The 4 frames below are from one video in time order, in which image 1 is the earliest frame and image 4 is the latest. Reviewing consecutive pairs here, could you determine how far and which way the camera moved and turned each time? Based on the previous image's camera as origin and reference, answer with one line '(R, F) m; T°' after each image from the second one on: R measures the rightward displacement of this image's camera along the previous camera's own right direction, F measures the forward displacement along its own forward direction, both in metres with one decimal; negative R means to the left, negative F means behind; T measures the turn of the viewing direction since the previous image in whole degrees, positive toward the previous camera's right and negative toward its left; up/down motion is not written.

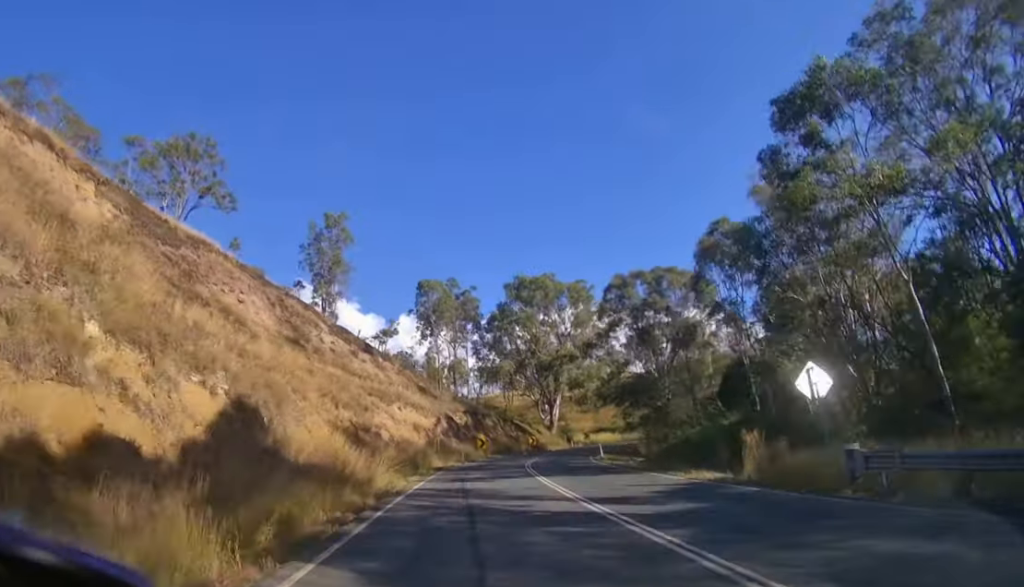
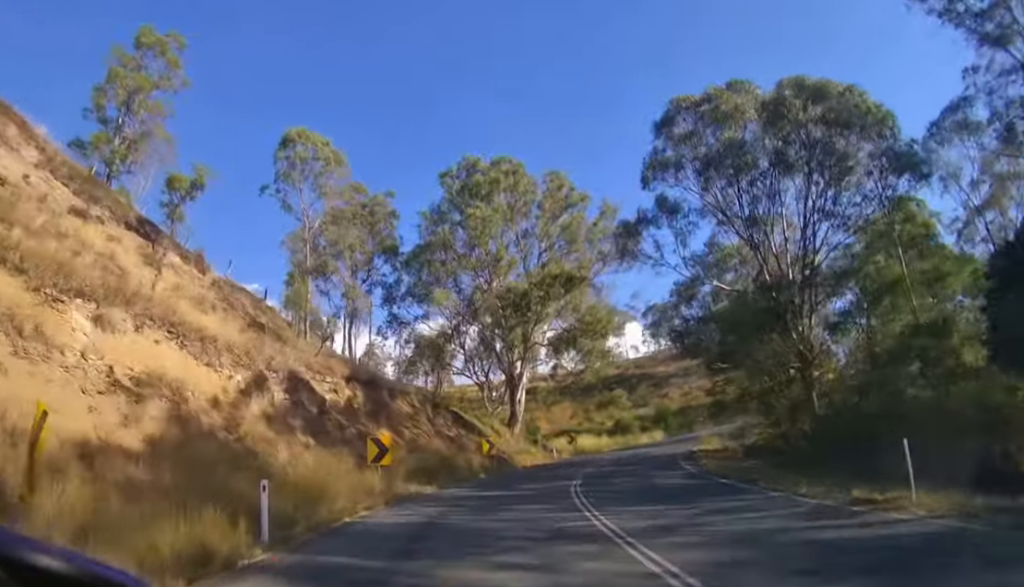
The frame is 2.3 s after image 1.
(+1.1, +26.5) m; +7°
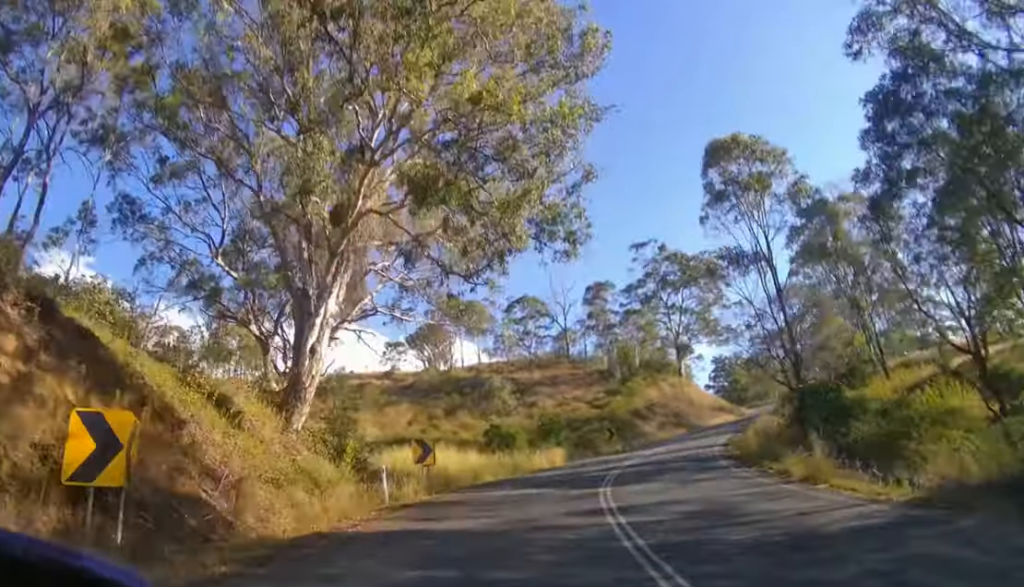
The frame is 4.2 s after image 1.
(+2.7, +20.6) m; +18°
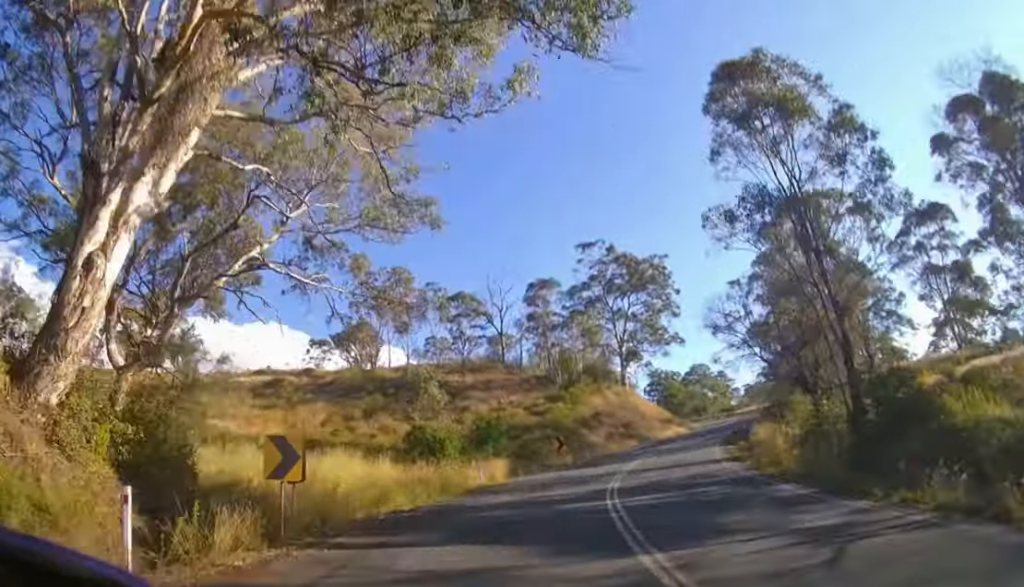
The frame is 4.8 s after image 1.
(+0.5, +7.5) m; +9°
